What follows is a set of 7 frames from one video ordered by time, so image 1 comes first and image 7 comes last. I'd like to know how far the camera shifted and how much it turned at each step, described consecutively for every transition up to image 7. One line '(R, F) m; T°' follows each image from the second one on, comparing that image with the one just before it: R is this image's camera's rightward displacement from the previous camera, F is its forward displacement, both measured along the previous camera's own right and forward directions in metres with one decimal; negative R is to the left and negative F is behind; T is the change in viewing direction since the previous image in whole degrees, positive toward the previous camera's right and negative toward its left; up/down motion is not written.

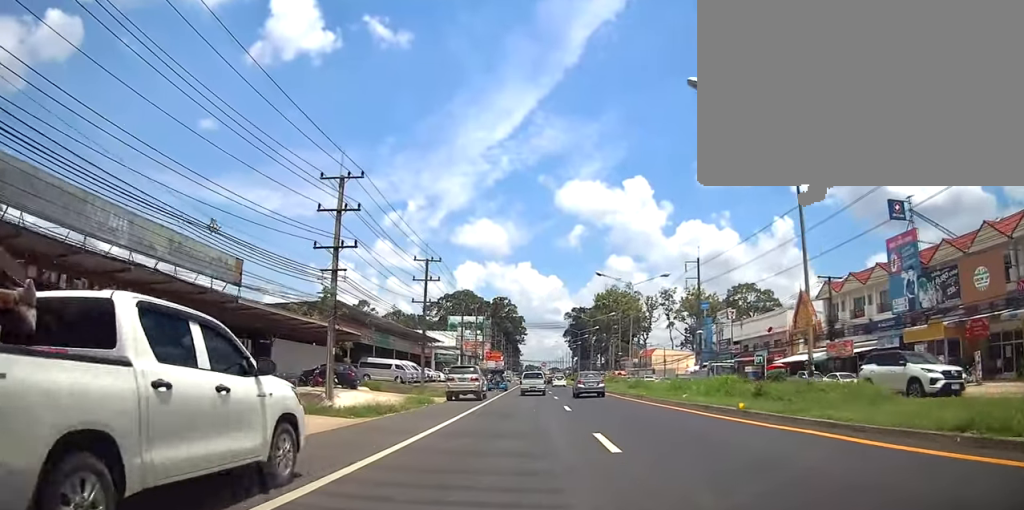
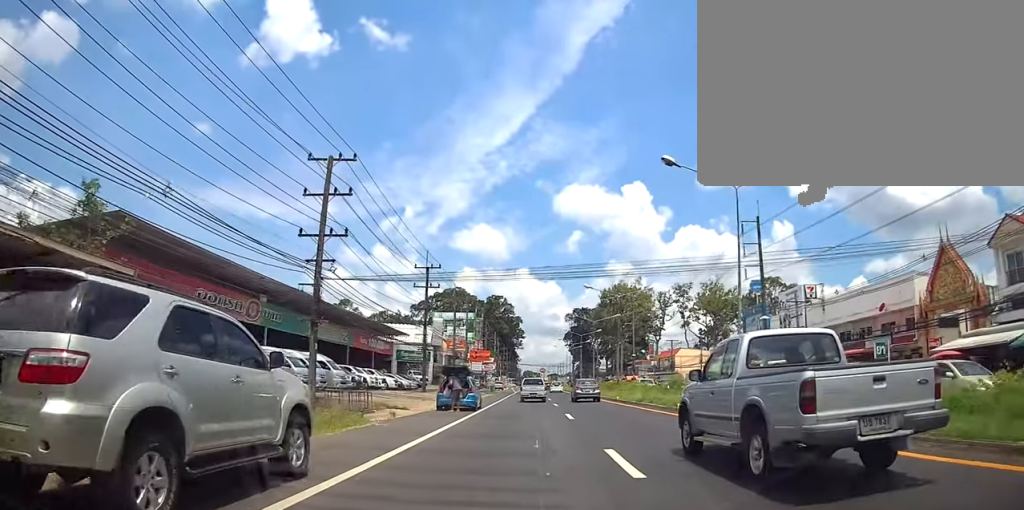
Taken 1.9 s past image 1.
(-0.1, +26.5) m; 0°
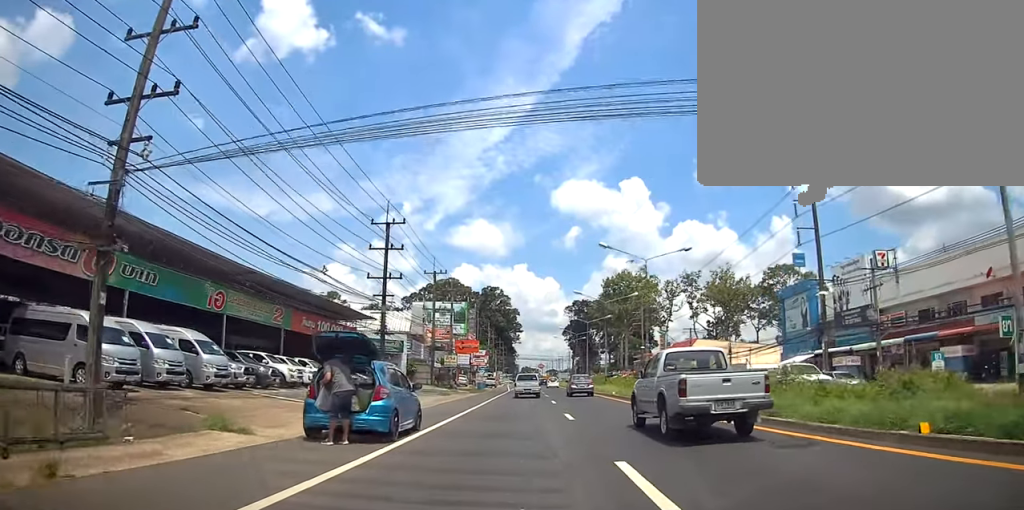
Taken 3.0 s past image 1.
(-0.1, +14.4) m; -1°
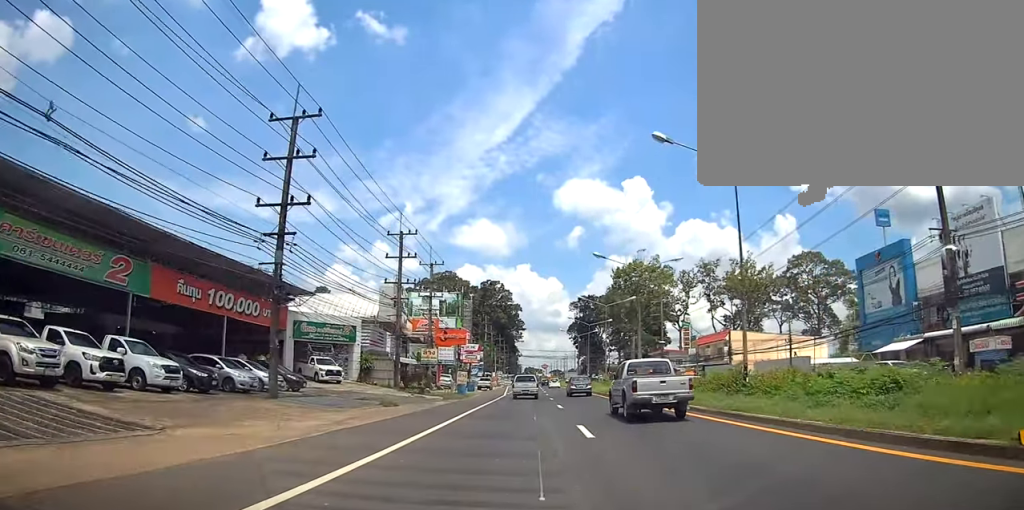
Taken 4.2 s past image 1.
(-0.2, +17.1) m; -1°
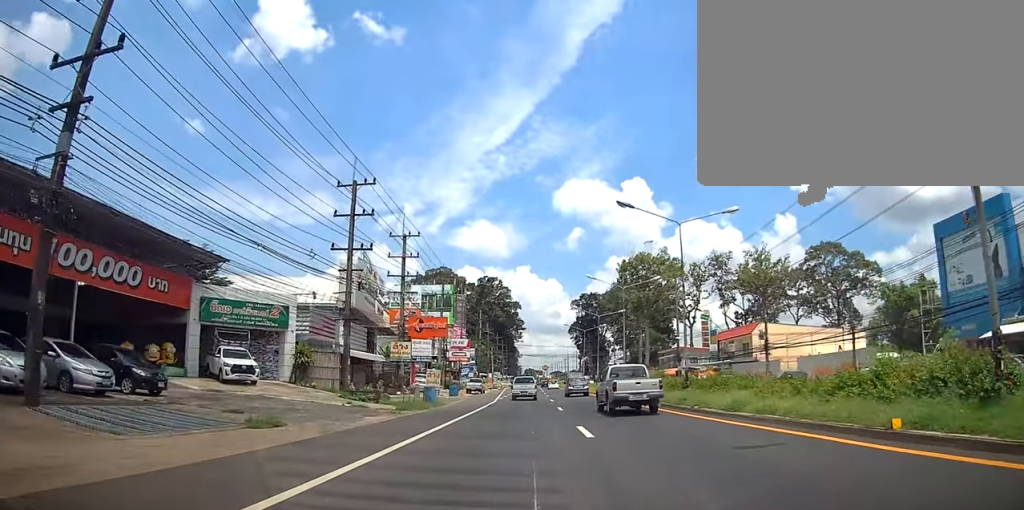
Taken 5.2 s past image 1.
(+0.1, +12.1) m; 0°
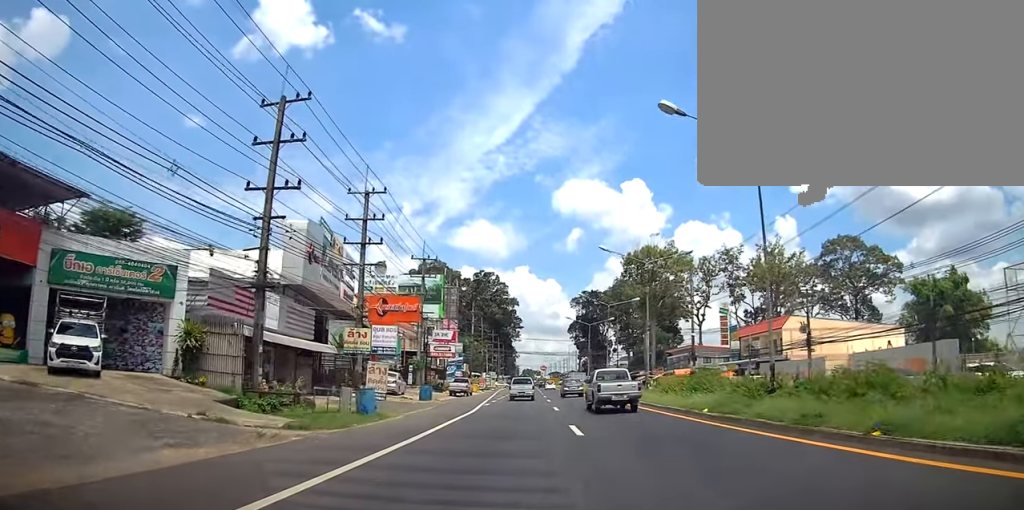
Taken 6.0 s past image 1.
(0.0, +10.4) m; +1°
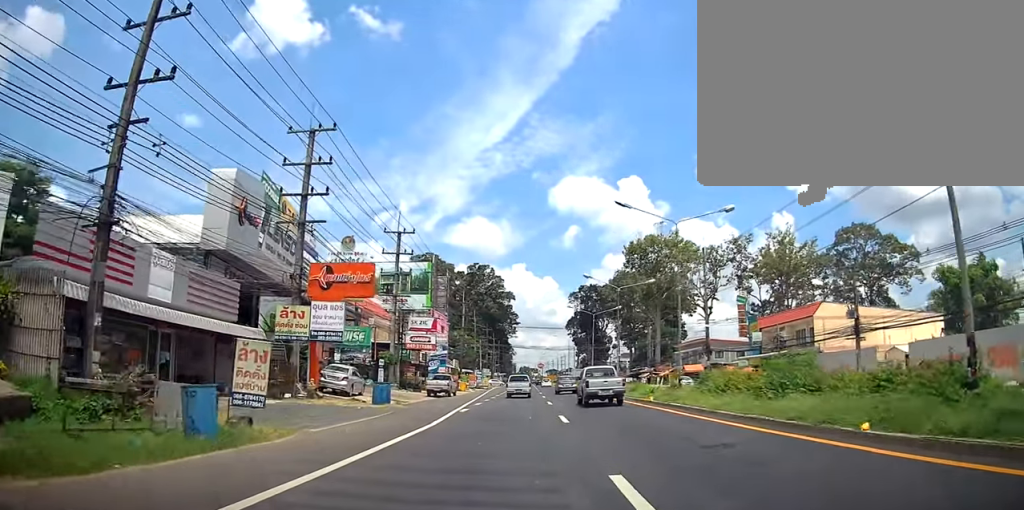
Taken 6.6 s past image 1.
(+0.1, +9.0) m; 0°
